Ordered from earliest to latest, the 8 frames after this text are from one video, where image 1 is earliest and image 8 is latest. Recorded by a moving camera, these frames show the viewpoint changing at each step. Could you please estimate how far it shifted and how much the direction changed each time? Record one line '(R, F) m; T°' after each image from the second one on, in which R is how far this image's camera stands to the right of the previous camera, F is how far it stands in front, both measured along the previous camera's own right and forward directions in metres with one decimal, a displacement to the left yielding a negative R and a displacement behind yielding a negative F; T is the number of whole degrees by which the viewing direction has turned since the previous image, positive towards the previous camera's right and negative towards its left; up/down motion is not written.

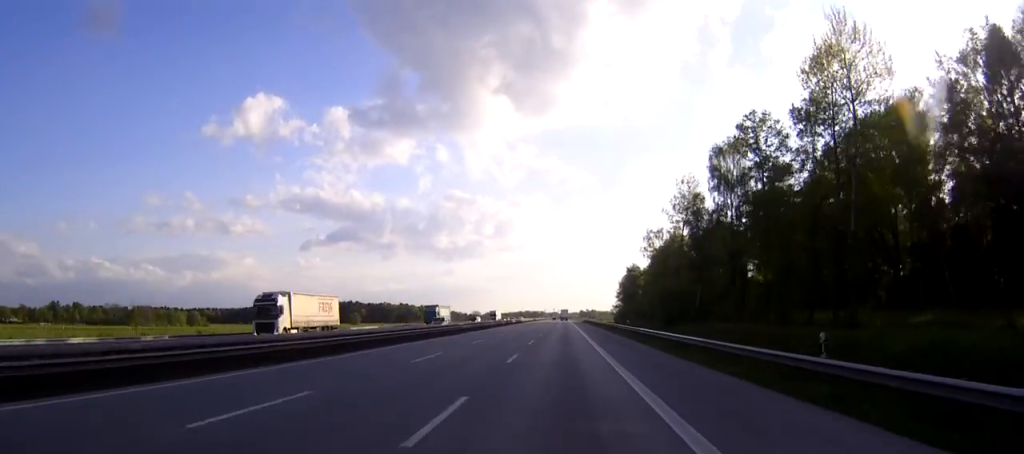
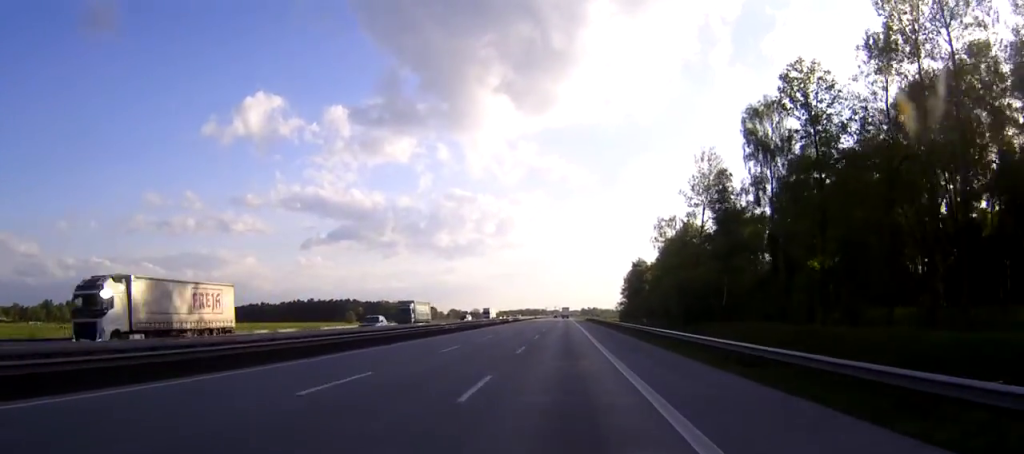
(0.0, +13.0) m; 0°
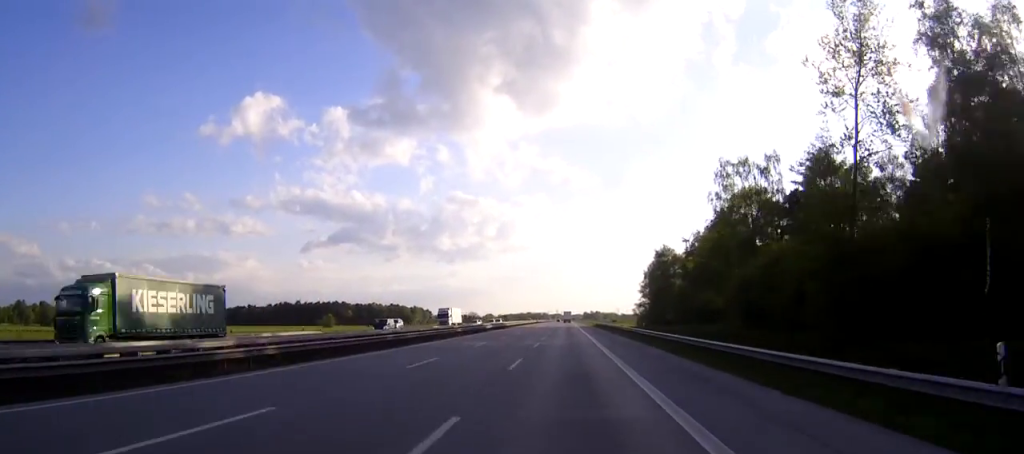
(-0.1, +43.7) m; 0°
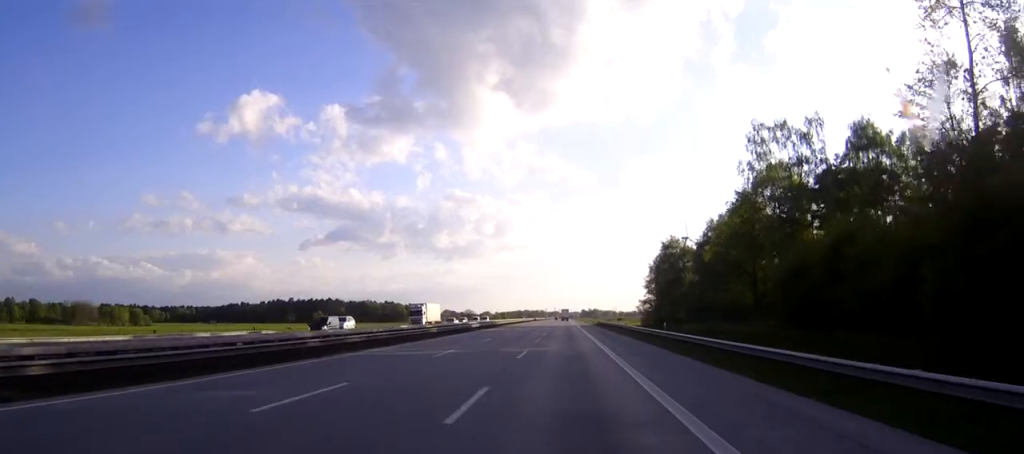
(0.0, +13.0) m; 0°
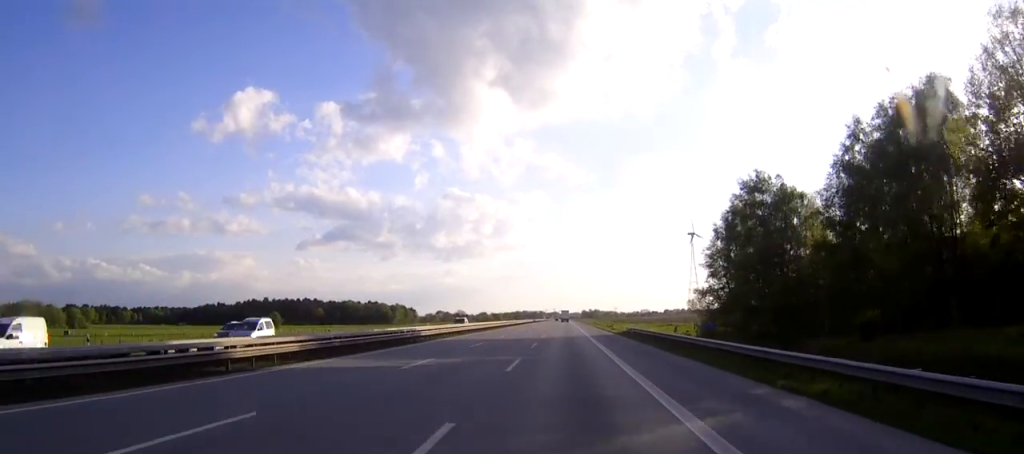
(+0.2, +59.9) m; 0°
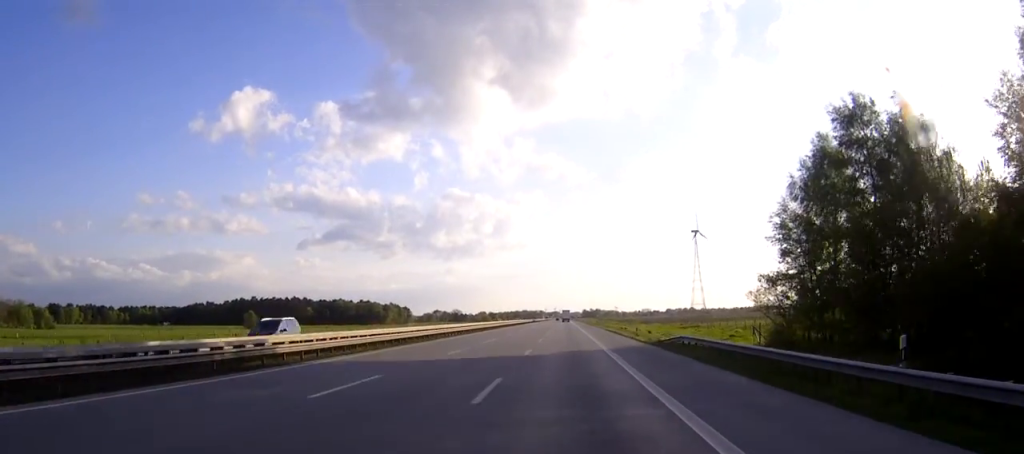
(-0.1, +27.3) m; 0°
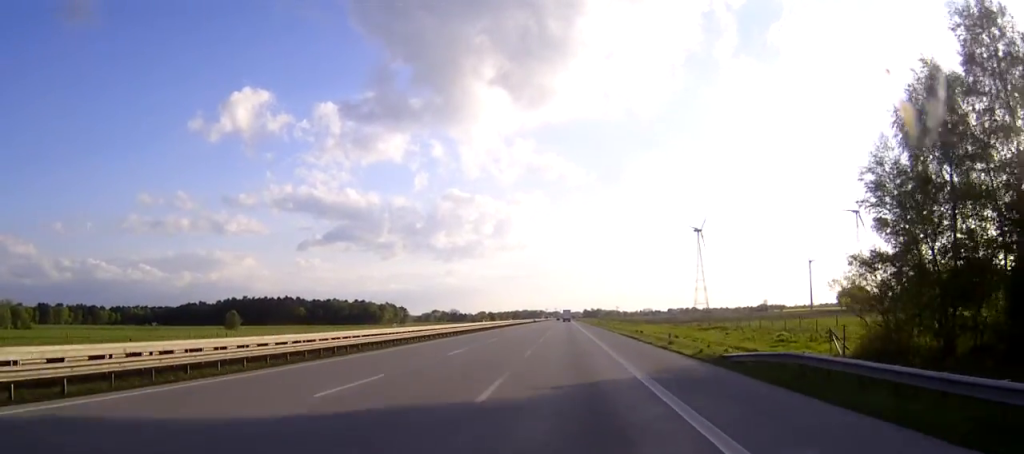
(0.0, +17.8) m; 0°
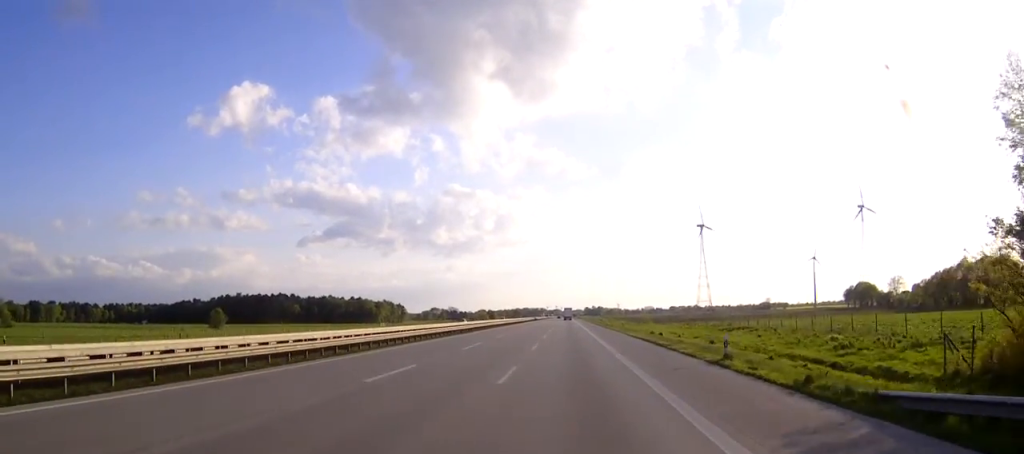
(0.0, +14.0) m; 0°
